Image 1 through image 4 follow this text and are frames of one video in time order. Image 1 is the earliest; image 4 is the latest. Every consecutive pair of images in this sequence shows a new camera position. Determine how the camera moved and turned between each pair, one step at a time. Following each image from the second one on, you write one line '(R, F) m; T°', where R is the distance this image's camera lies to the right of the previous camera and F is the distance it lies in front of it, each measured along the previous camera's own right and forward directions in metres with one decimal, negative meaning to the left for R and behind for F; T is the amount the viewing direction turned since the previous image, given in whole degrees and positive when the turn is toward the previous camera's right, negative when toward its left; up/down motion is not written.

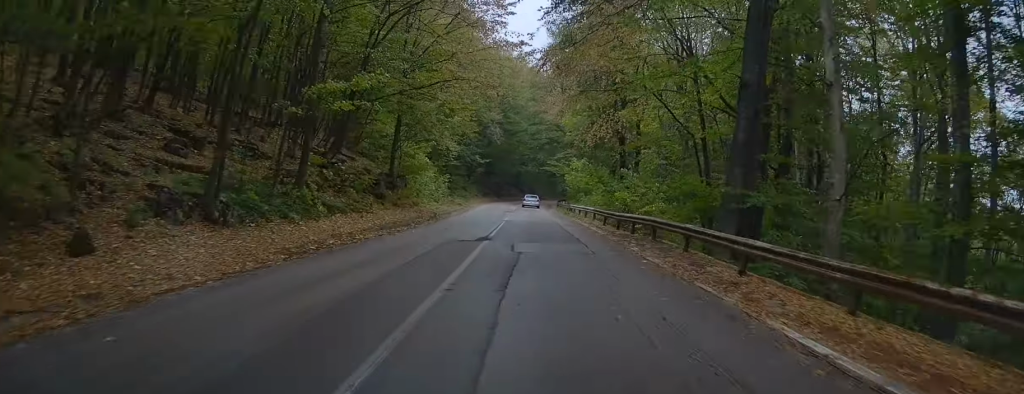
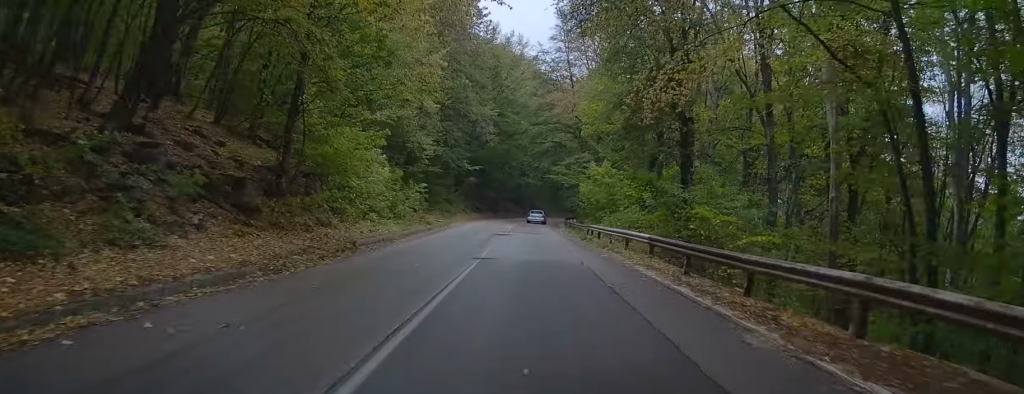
(-0.3, +16.5) m; -1°
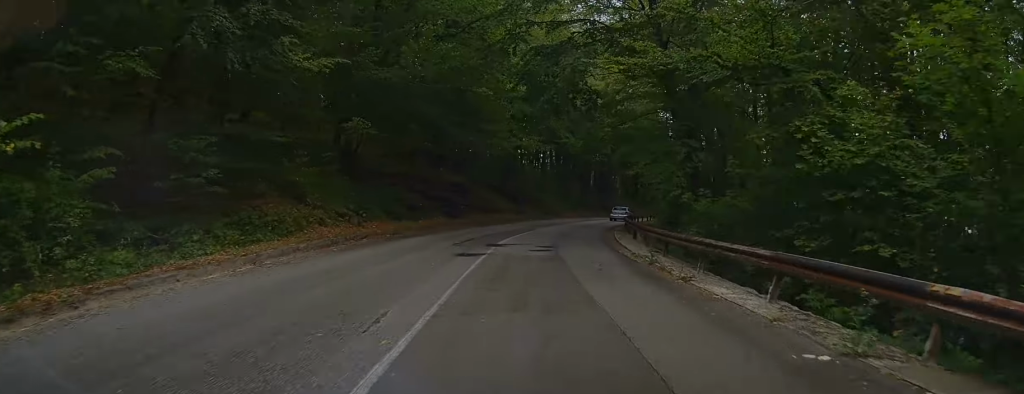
(+0.9, +45.1) m; +2°
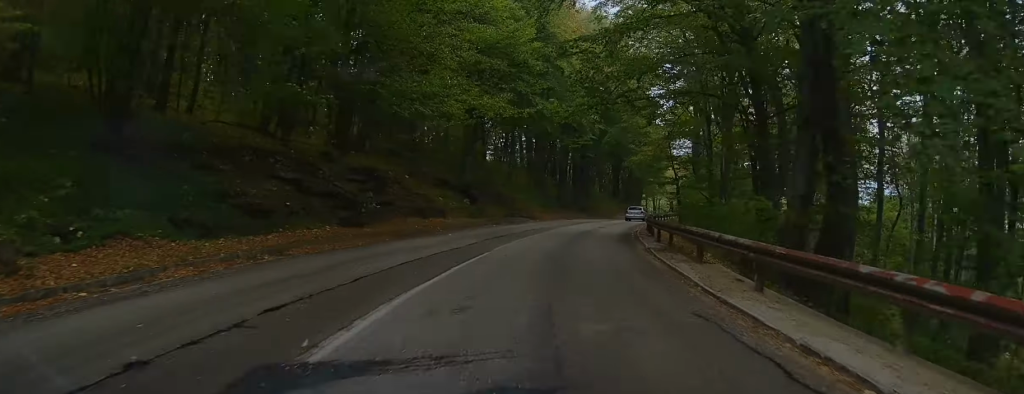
(+0.2, +16.2) m; +3°
